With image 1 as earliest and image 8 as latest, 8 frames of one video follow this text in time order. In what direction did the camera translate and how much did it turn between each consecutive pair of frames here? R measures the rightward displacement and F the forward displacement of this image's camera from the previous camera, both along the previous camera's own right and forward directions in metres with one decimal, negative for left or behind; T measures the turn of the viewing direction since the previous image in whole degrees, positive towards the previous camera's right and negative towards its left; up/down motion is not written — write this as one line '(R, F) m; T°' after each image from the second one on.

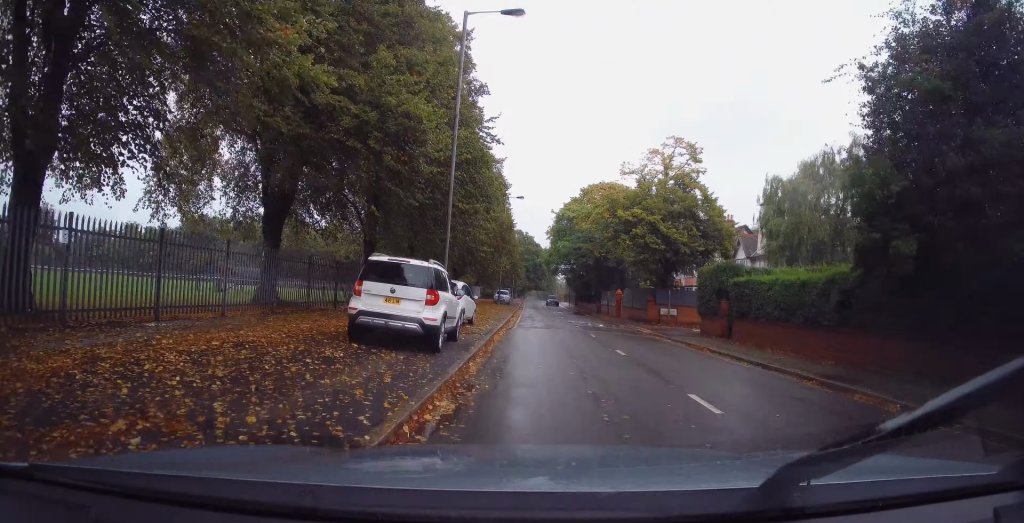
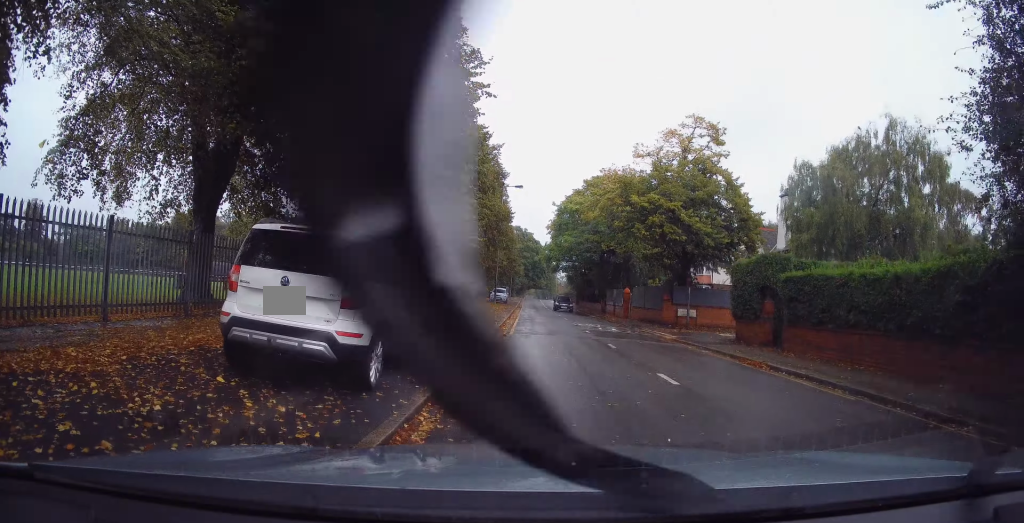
(-0.3, +6.0) m; -4°
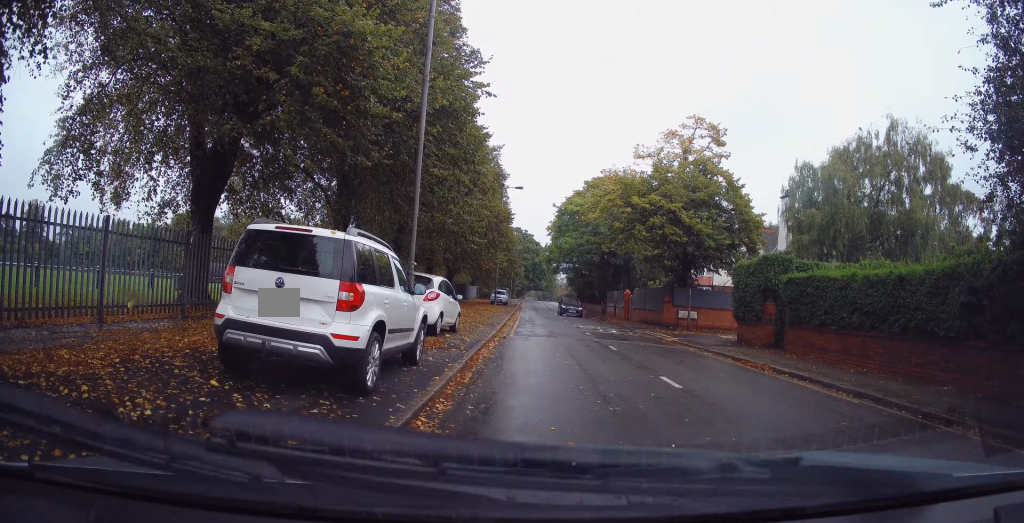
(0.0, +0.7) m; 0°
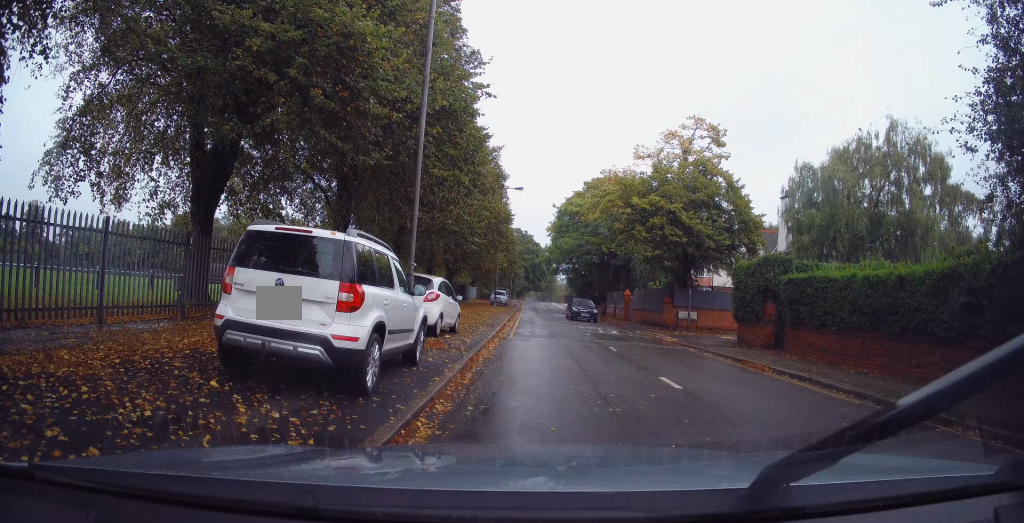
(+0.2, +0.3) m; 0°
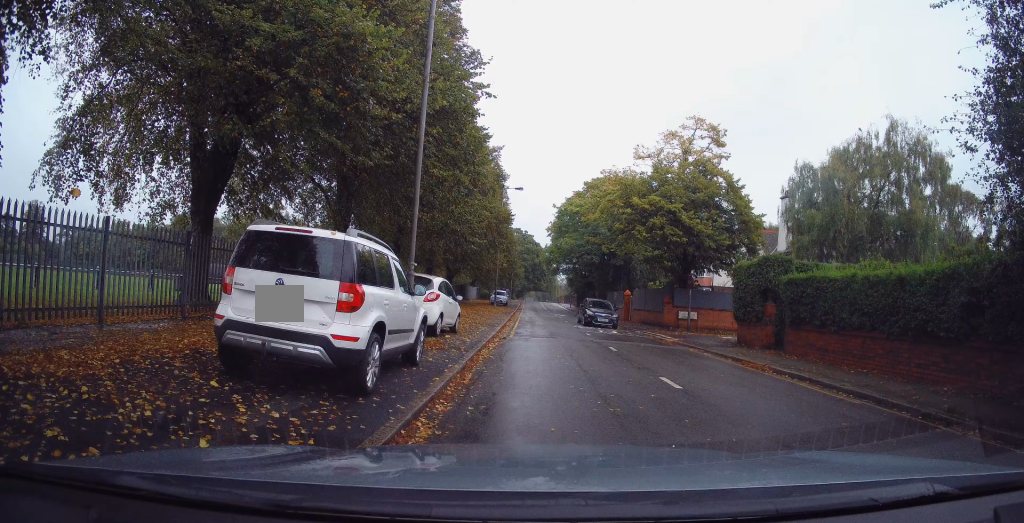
(-0.1, +0.1) m; 0°
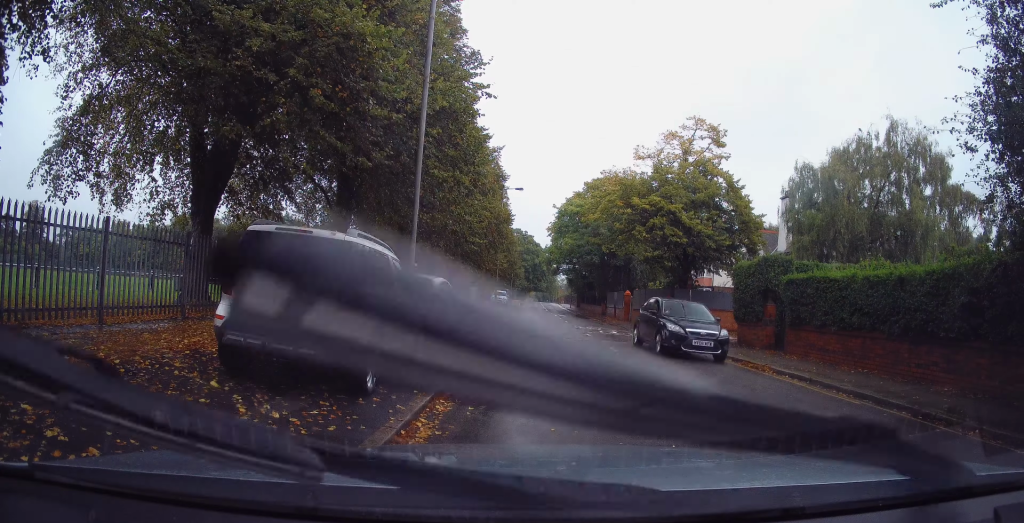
(0.0, 0.0) m; 0°
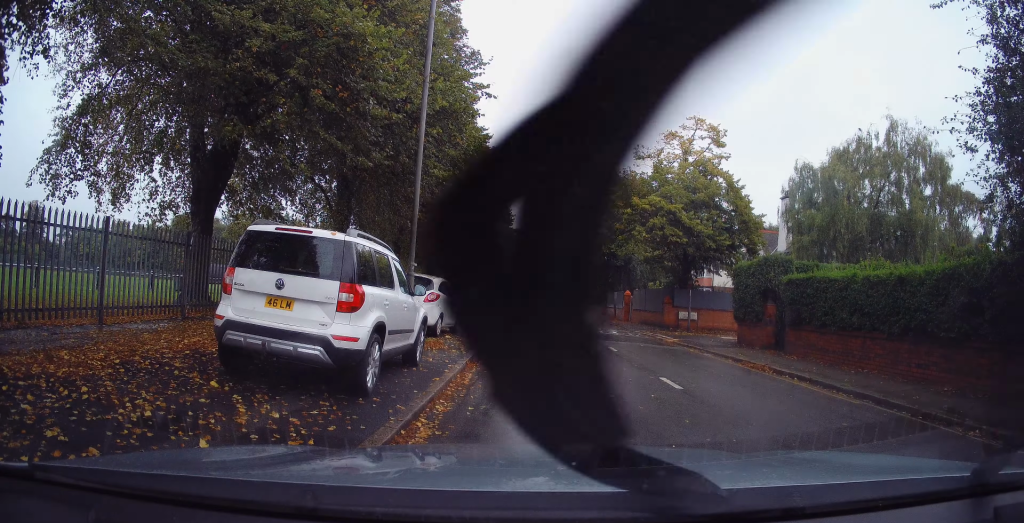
(0.0, 0.0) m; 0°
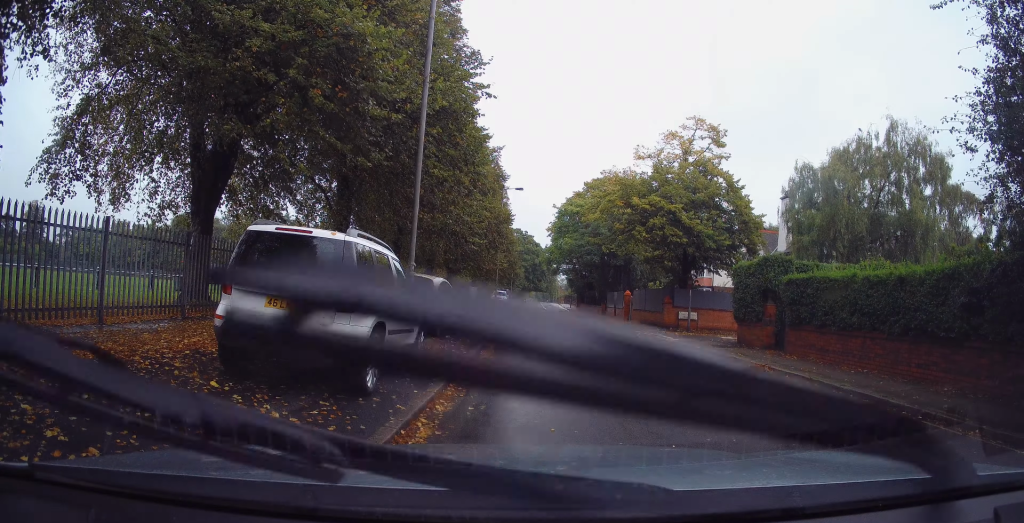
(0.0, 0.0) m; 0°
